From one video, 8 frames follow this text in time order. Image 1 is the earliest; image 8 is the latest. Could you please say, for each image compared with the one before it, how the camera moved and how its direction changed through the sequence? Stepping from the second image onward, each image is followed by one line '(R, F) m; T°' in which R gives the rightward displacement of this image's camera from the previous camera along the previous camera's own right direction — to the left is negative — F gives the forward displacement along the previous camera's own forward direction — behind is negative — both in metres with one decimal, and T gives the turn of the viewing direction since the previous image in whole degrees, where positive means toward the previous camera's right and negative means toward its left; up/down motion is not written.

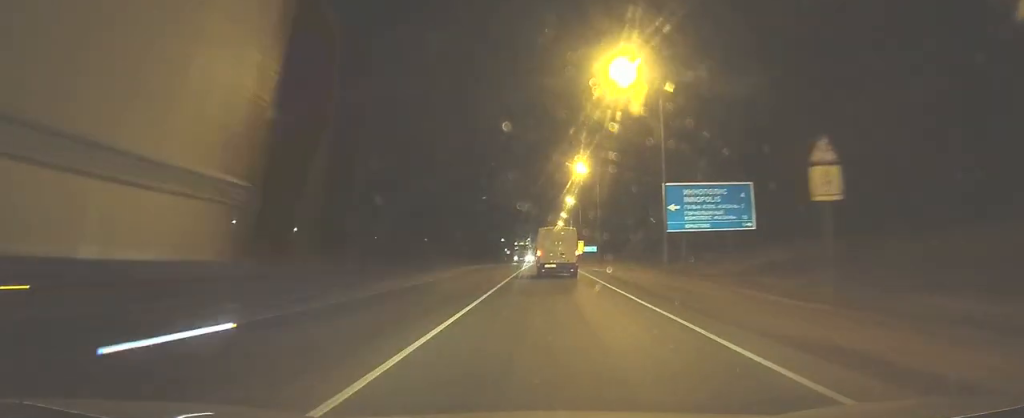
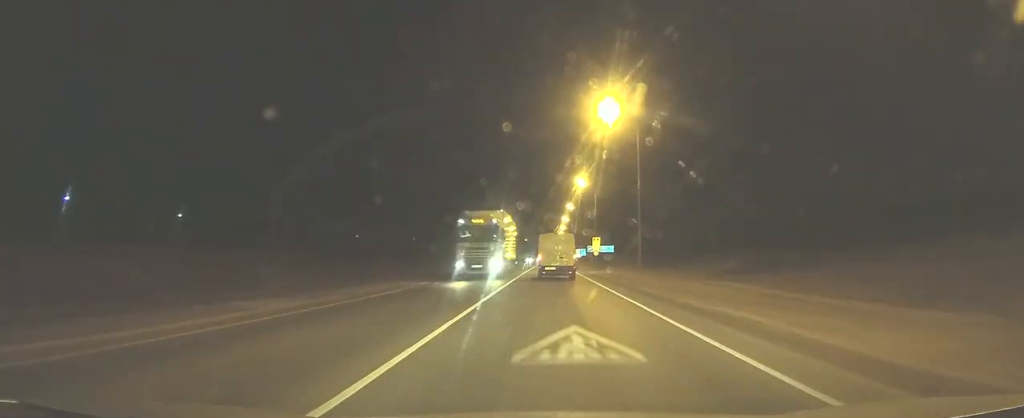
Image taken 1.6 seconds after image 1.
(+0.1, +31.7) m; 0°
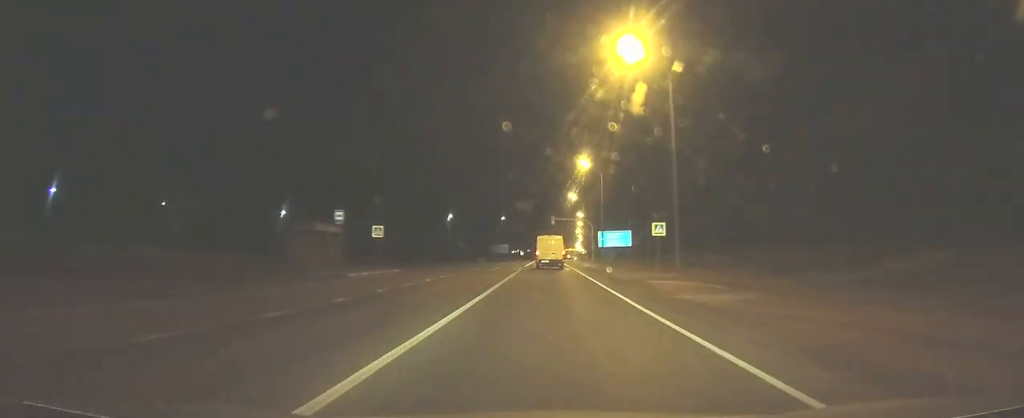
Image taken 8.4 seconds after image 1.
(+0.6, +131.9) m; +1°
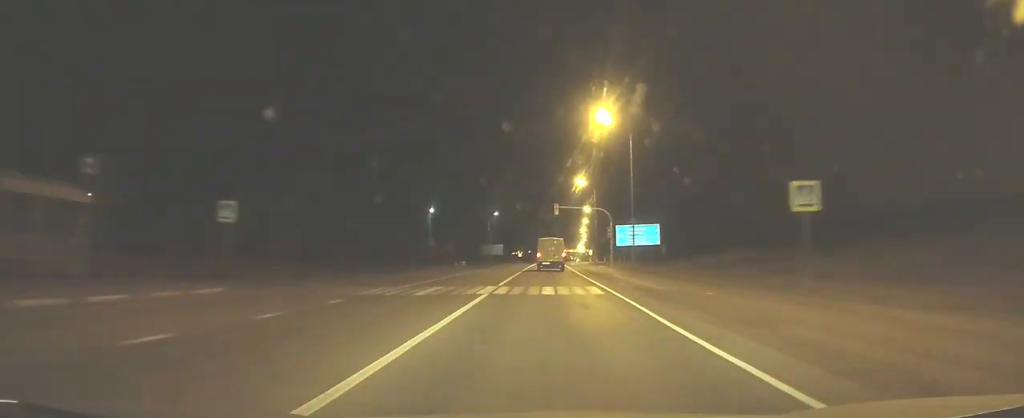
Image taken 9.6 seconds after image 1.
(-0.1, +23.2) m; 0°
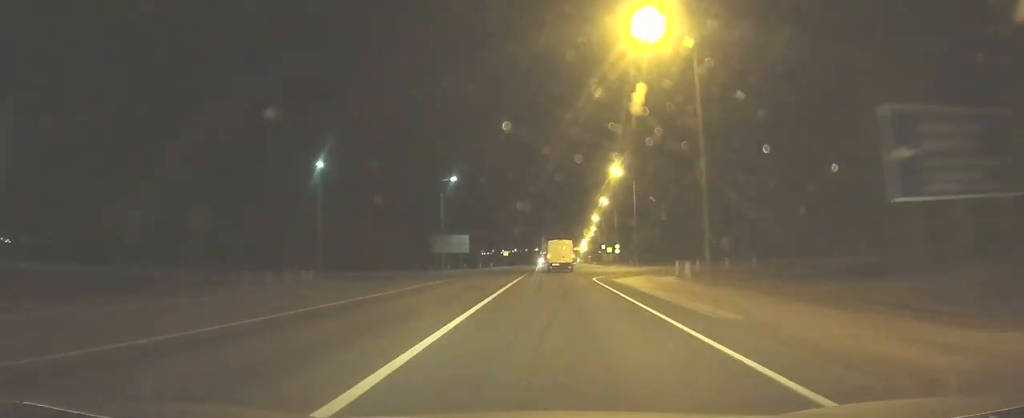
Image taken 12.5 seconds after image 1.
(+0.6, +57.7) m; +1°
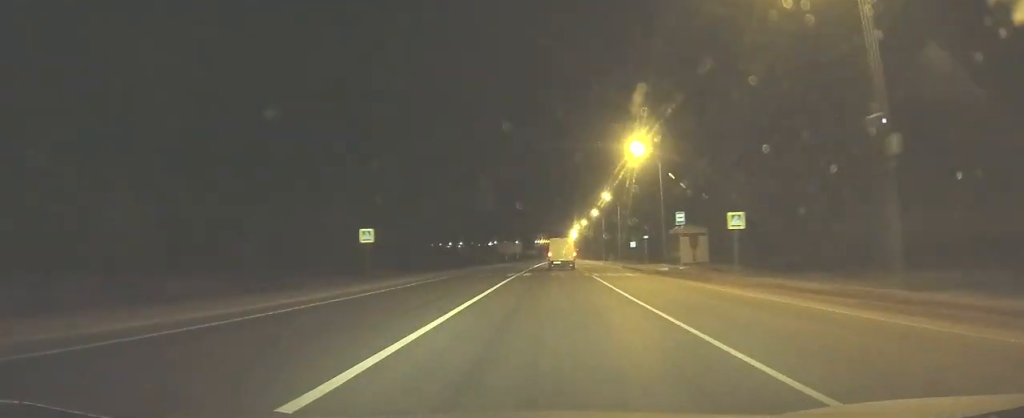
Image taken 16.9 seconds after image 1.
(+1.2, +96.0) m; +1°
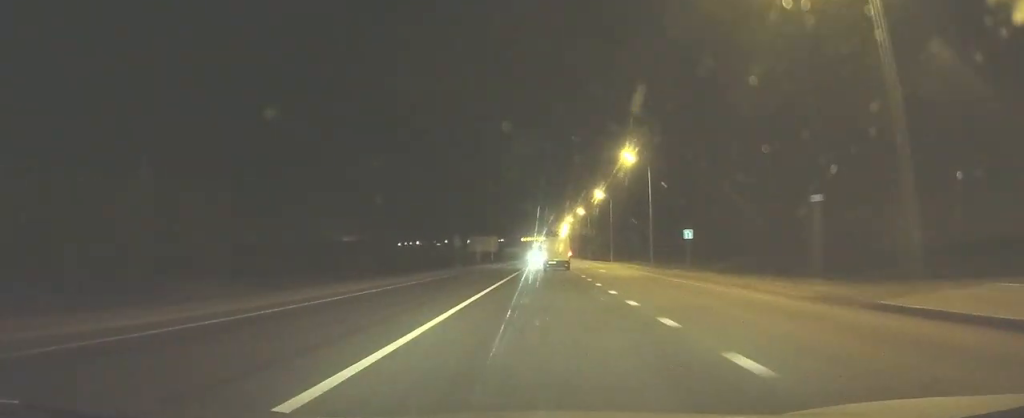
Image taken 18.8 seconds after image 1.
(0.0, +42.2) m; 0°
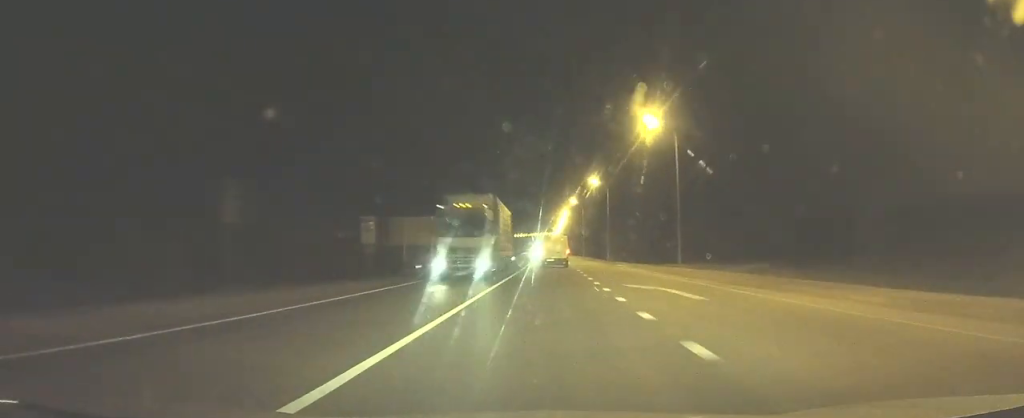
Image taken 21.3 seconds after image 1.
(+0.4, +55.7) m; 0°
